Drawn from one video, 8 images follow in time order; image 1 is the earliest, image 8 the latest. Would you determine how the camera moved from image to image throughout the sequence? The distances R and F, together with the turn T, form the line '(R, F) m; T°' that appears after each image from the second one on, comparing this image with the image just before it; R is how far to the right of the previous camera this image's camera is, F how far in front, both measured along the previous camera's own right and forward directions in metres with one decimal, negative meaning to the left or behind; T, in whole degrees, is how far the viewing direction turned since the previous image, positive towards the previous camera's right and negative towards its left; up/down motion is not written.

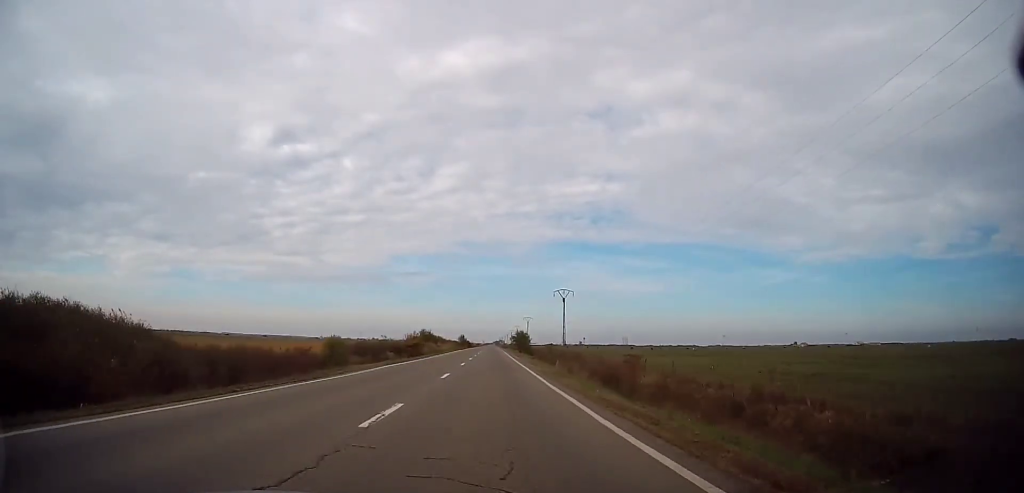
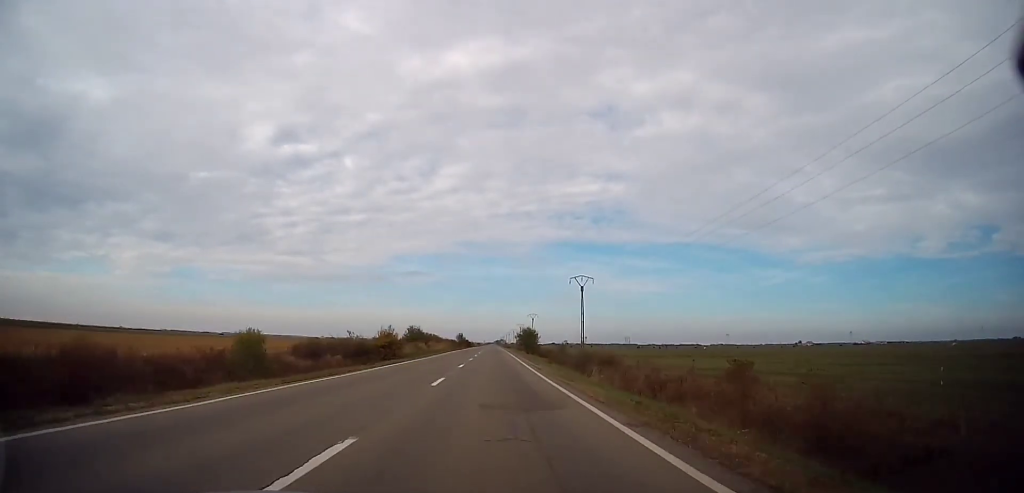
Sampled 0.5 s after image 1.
(-0.1, +15.4) m; 0°
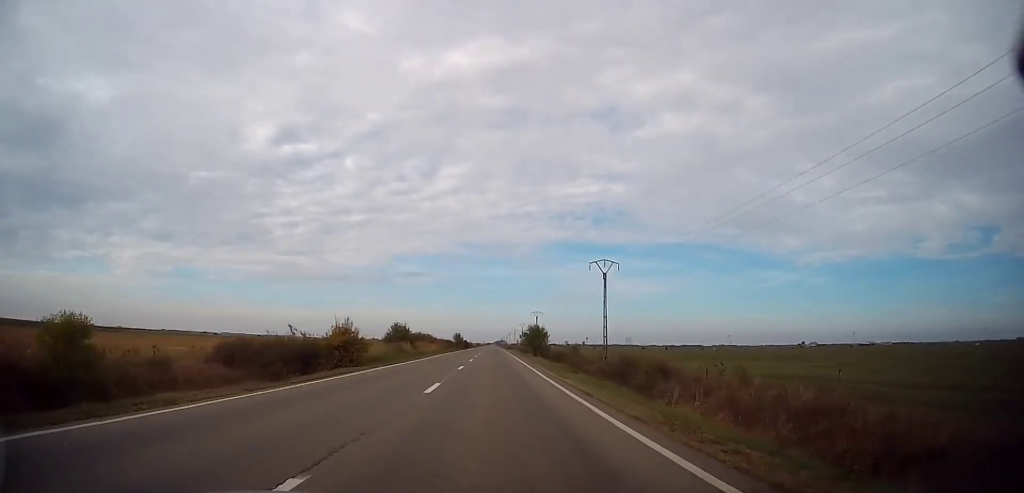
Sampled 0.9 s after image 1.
(0.0, +13.4) m; 0°
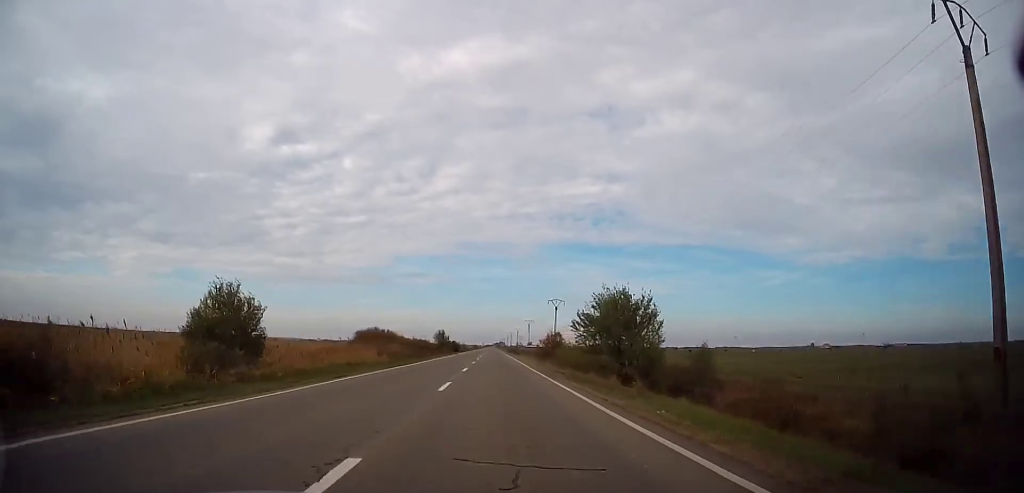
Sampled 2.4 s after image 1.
(0.0, +45.0) m; +1°
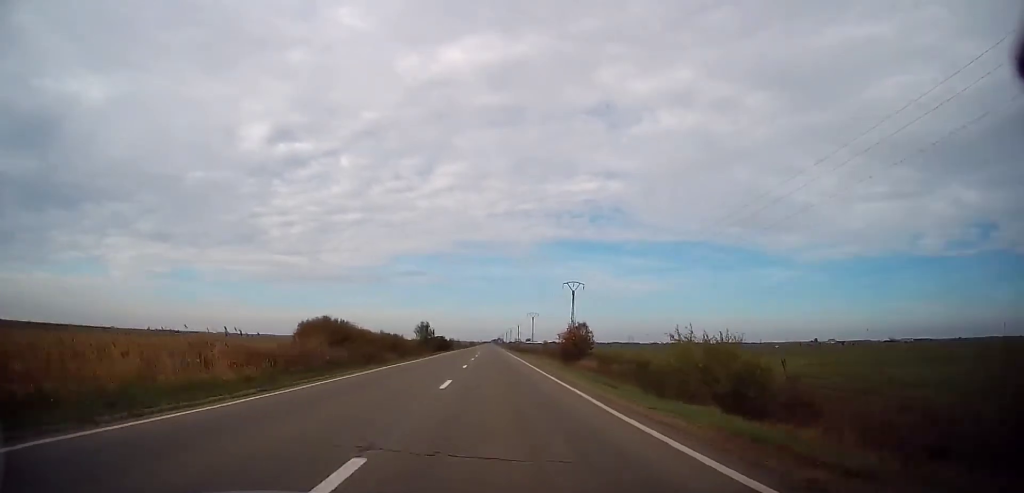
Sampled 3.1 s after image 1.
(+0.2, +22.9) m; +1°
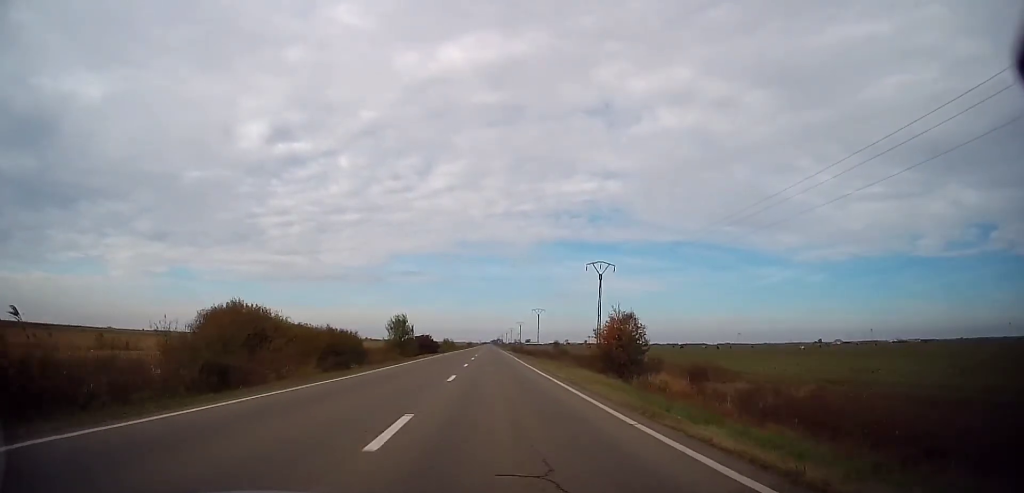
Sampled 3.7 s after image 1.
(+0.1, +19.8) m; 0°
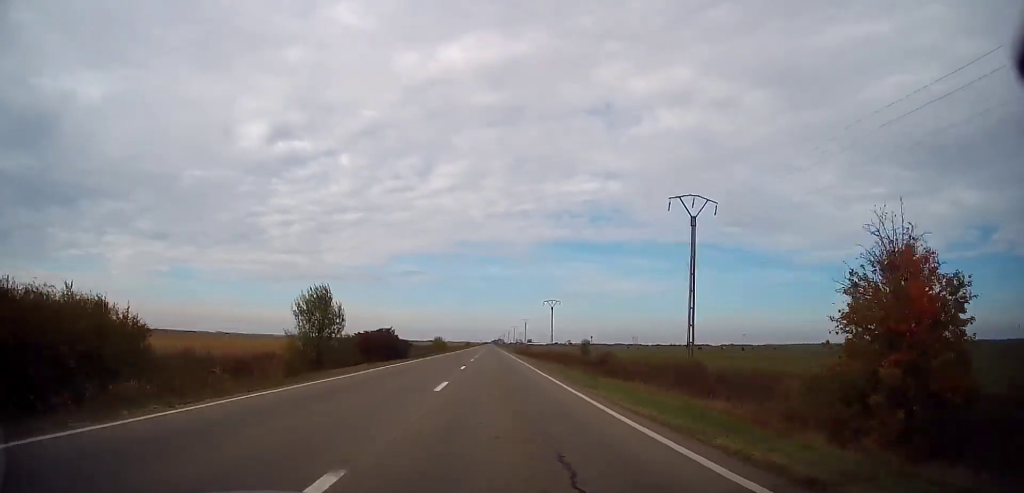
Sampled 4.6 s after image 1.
(0.0, +27.0) m; -1°
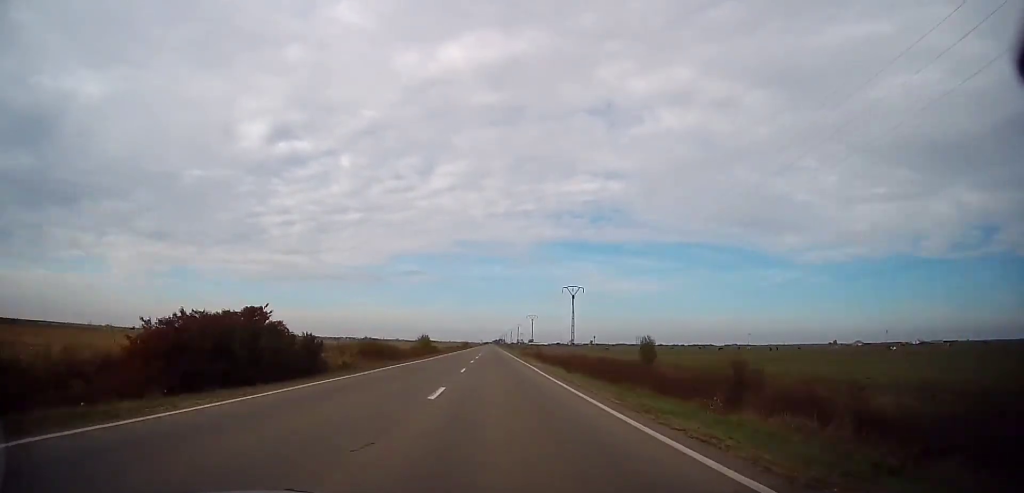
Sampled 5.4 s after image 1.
(-0.5, +24.5) m; 0°
